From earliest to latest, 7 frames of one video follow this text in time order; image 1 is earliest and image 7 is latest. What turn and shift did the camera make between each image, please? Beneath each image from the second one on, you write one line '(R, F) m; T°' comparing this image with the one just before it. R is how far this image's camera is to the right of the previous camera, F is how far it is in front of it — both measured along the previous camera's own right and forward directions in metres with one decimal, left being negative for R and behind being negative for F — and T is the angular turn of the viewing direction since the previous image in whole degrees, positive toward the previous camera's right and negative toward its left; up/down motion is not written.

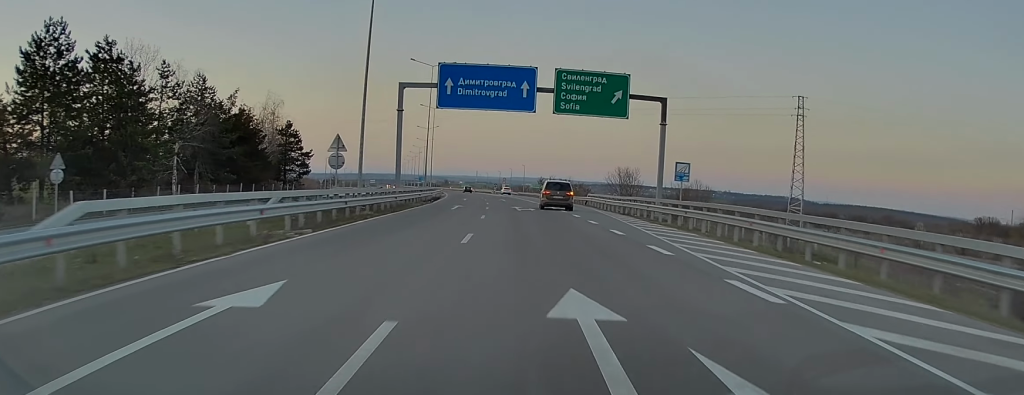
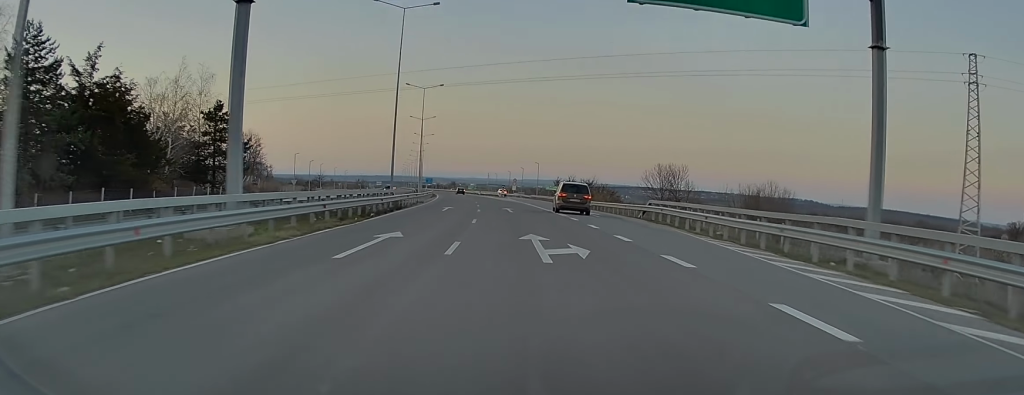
(-0.3, +26.2) m; -1°
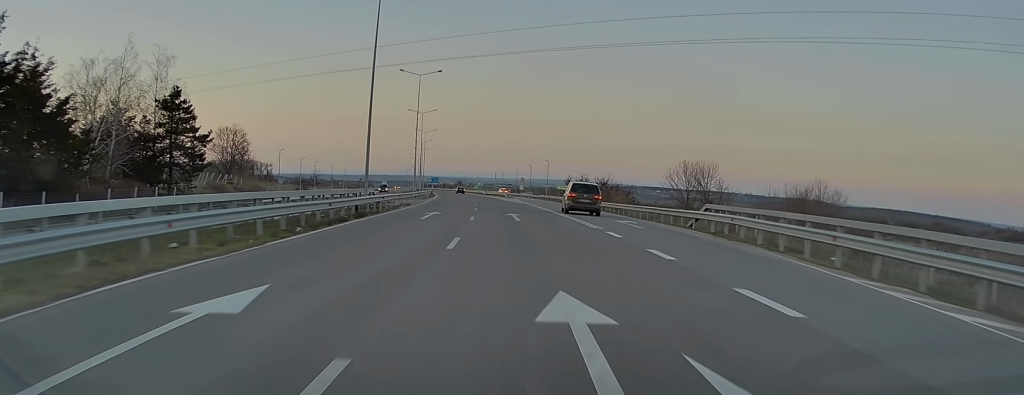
(0.0, +10.8) m; -1°
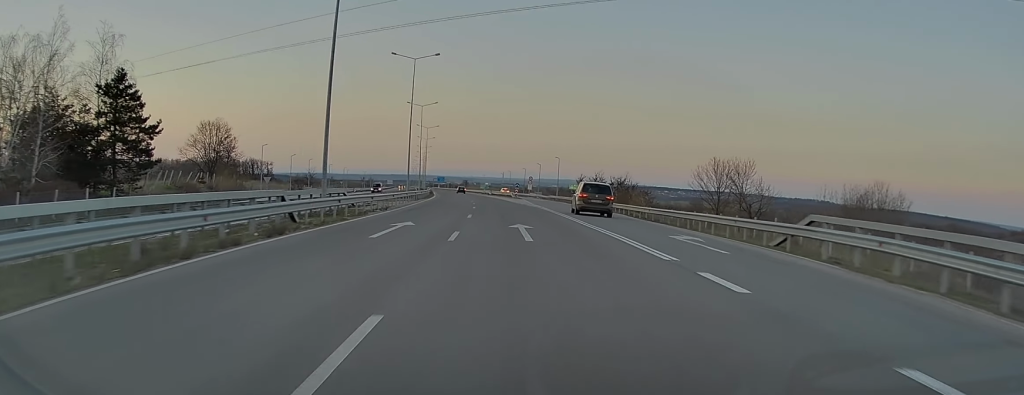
(-0.1, +10.3) m; -1°
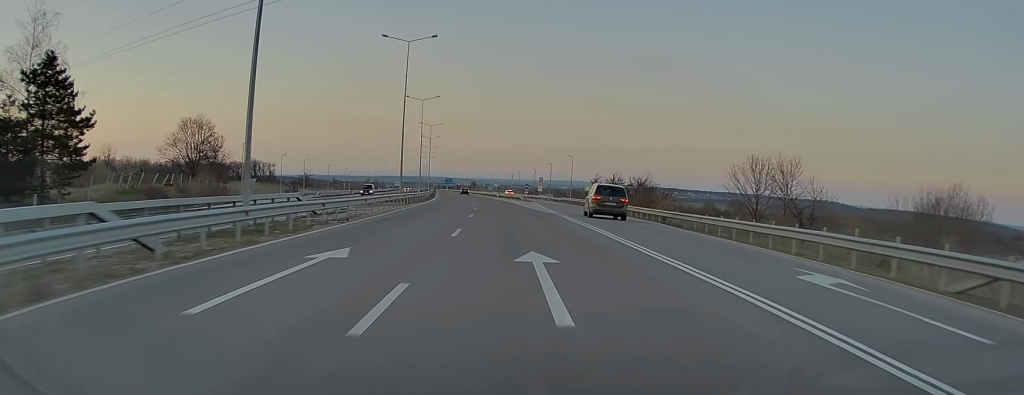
(-0.1, +9.8) m; -1°
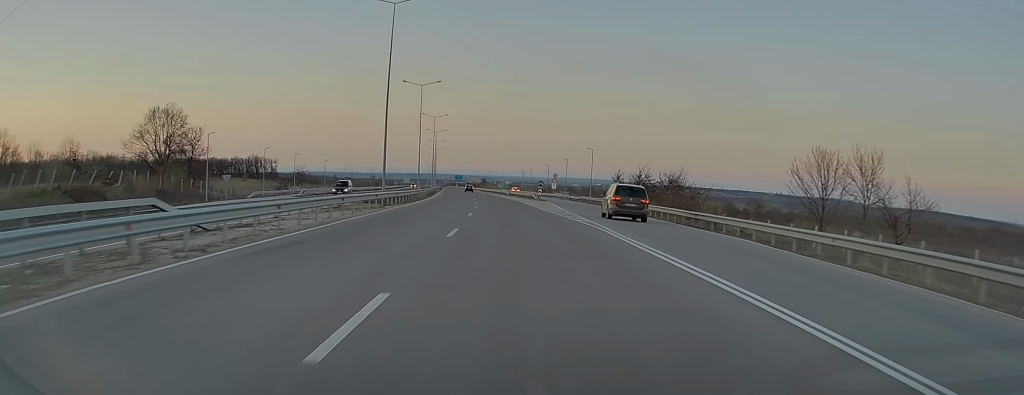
(-0.1, +12.9) m; 0°
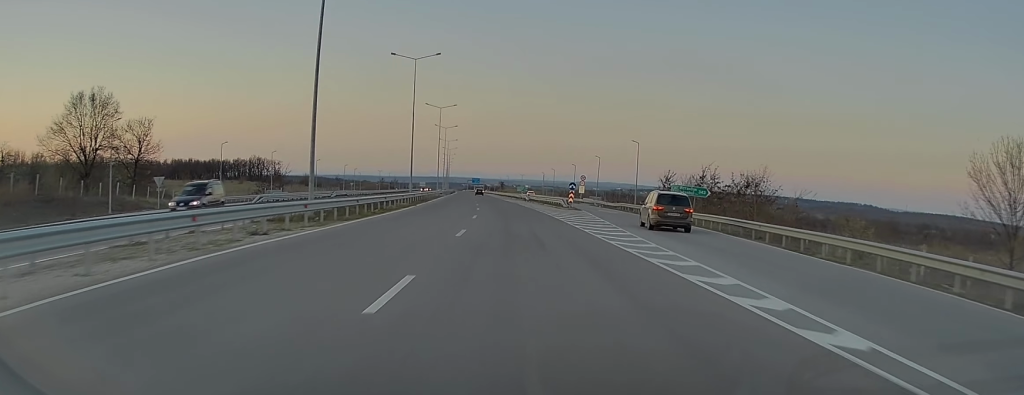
(-0.2, +21.5) m; -1°
